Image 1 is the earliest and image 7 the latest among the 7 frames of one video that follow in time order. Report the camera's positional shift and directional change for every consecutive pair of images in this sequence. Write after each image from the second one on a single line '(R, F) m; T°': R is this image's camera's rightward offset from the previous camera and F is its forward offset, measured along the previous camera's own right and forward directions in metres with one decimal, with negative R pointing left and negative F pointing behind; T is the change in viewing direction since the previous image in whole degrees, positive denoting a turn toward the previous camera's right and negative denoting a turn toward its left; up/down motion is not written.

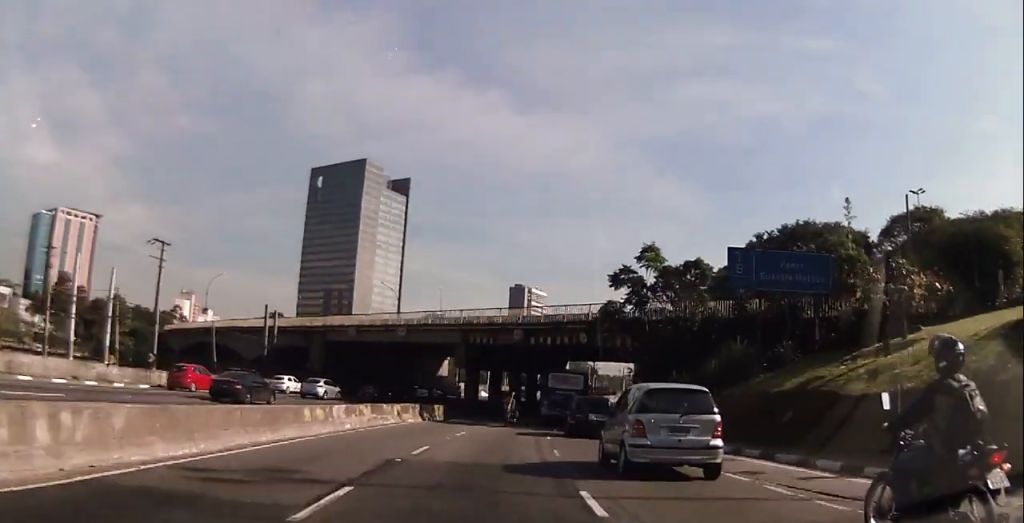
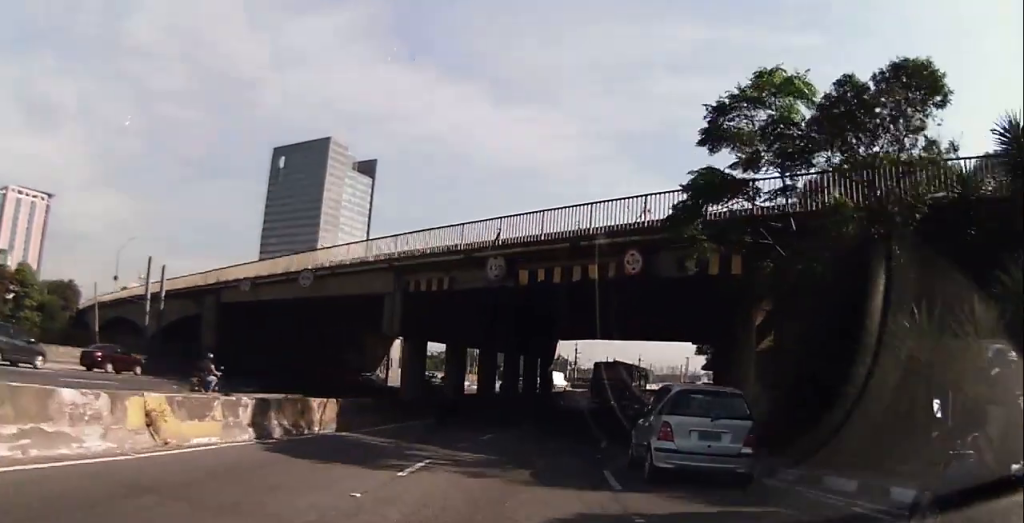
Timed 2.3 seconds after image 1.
(+2.1, +22.9) m; +8°
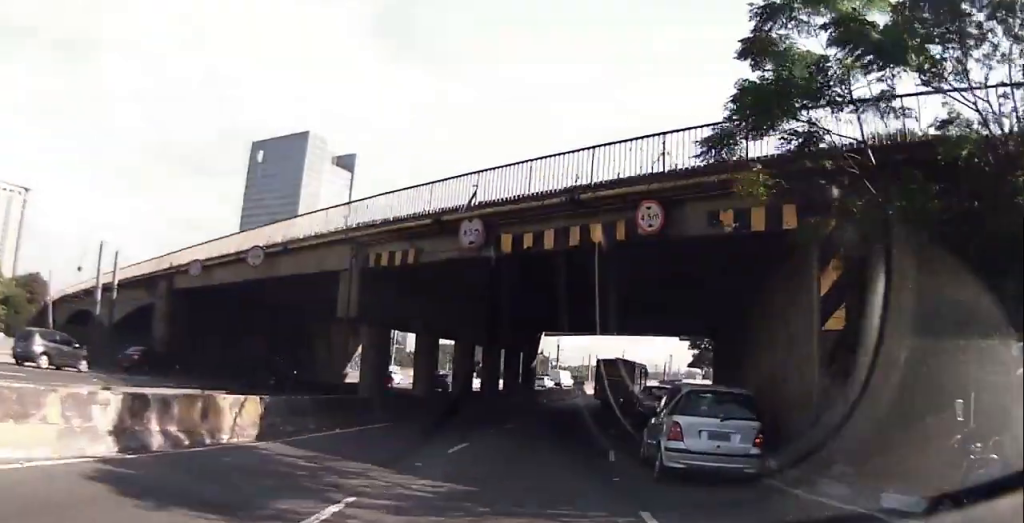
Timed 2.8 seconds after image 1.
(0.0, +5.4) m; 0°
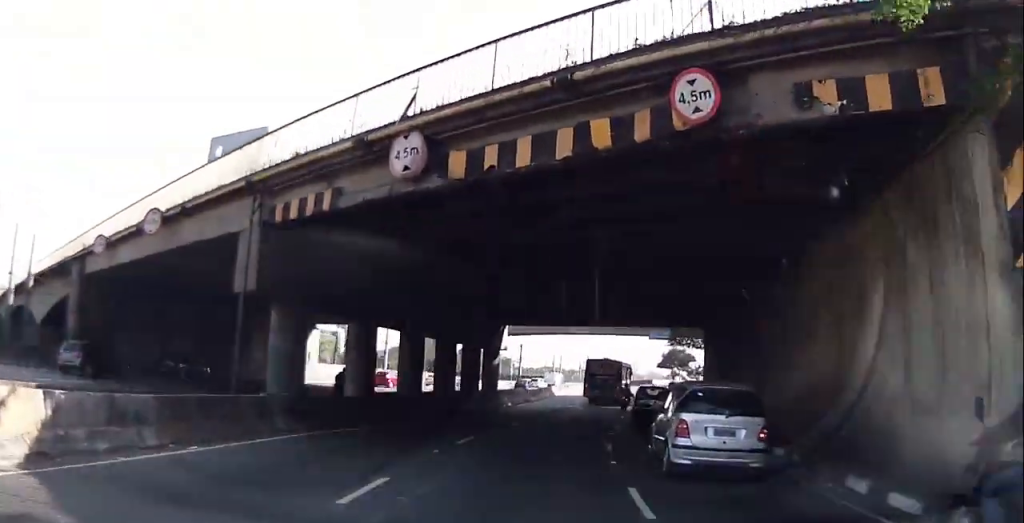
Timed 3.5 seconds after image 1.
(0.0, +7.2) m; +1°
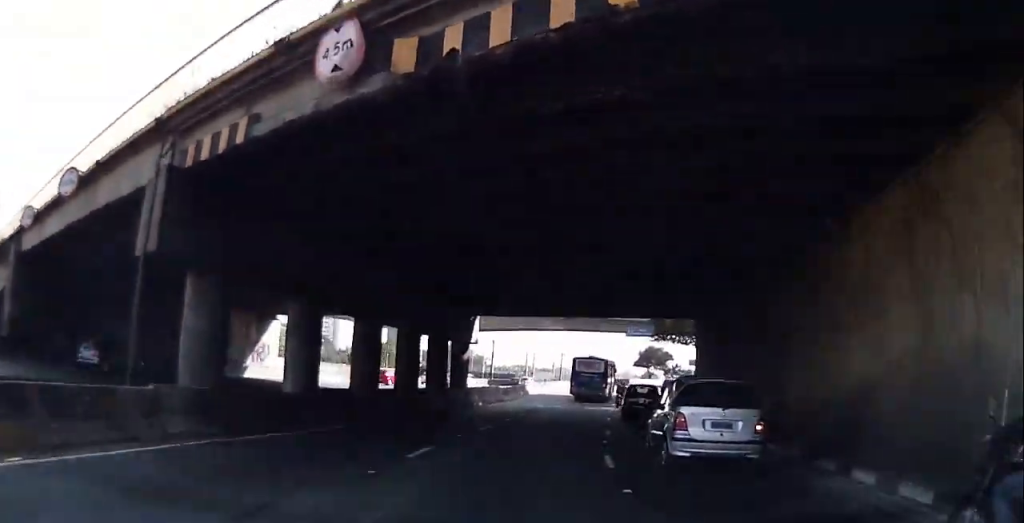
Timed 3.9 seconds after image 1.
(-0.1, +4.4) m; +2°
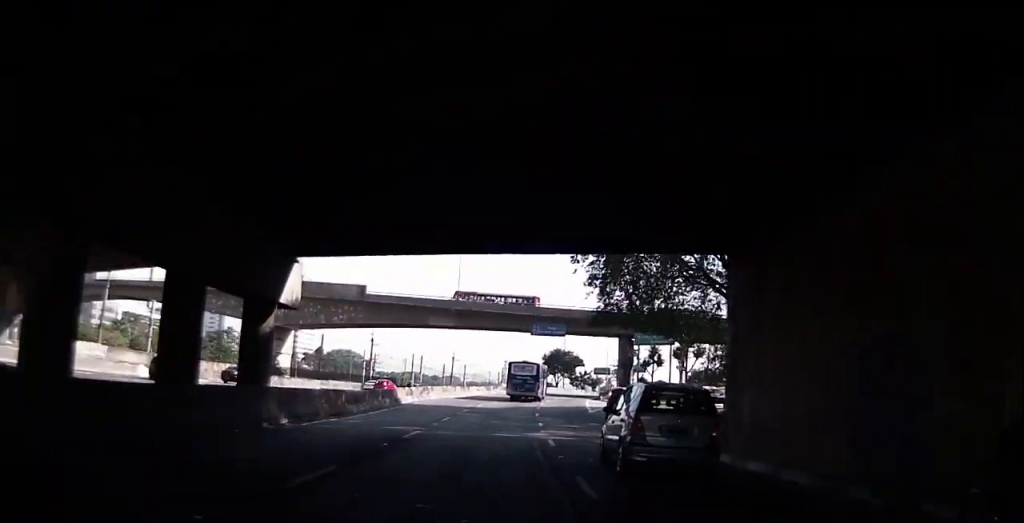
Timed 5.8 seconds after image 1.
(+2.2, +19.0) m; +15°
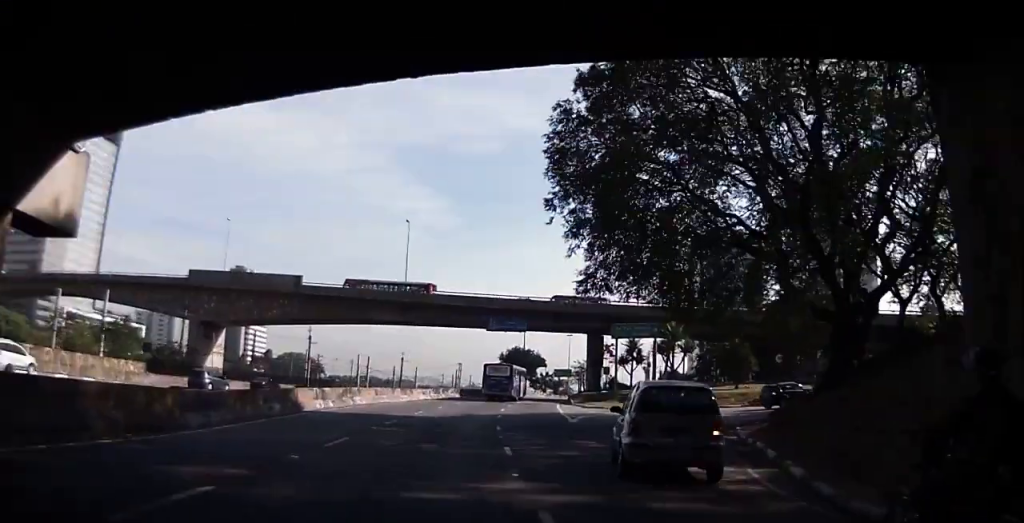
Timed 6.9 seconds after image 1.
(+0.8, +10.0) m; +7°
